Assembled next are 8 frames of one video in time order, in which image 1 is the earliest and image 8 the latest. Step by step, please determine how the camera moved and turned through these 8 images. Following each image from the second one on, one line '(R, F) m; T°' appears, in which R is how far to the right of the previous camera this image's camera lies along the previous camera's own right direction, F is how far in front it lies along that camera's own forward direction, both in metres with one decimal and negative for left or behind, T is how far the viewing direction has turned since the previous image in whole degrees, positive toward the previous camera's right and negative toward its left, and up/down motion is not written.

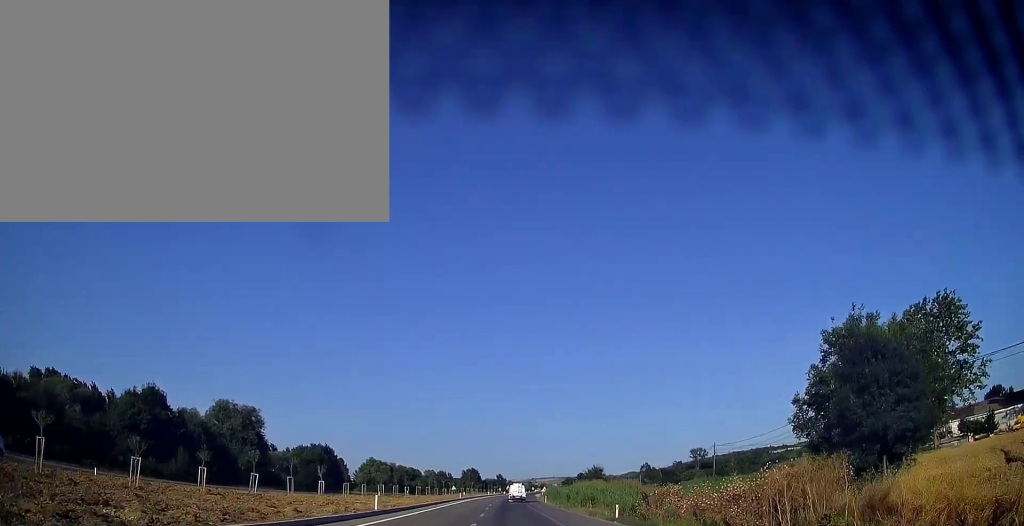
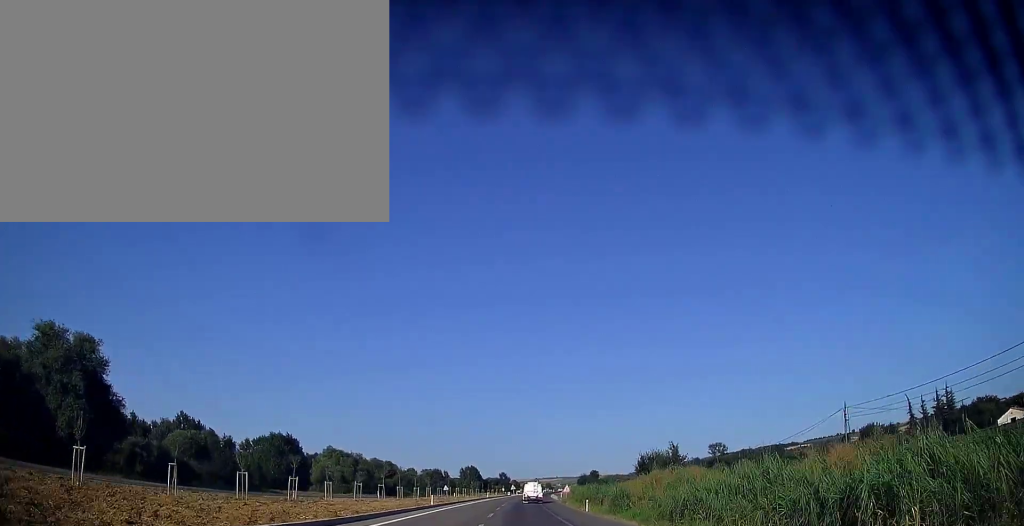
(0.0, +37.2) m; -1°
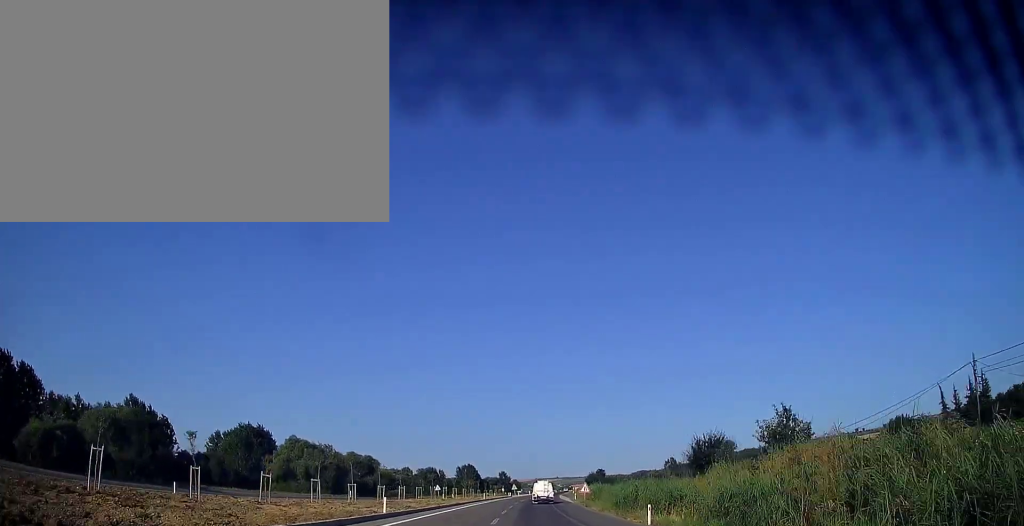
(-0.3, +18.6) m; 0°
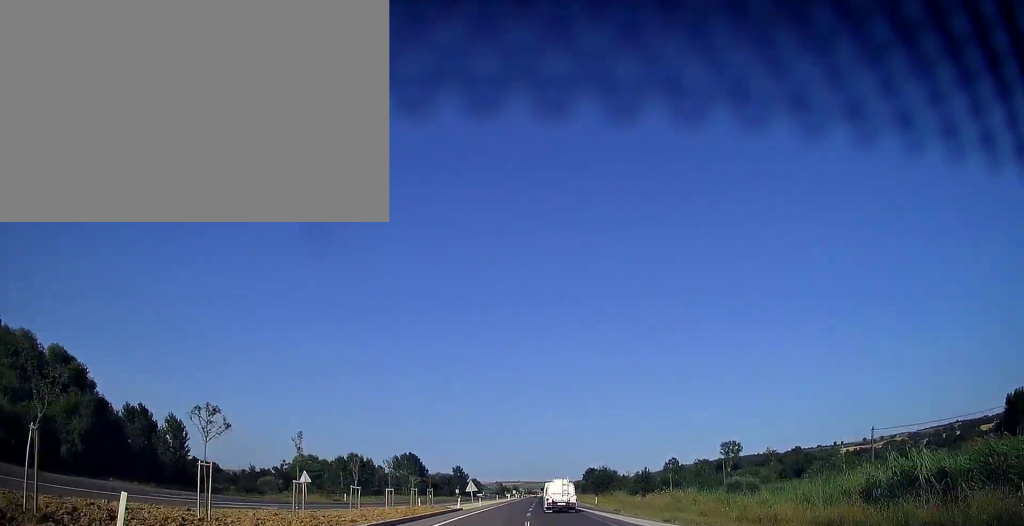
(+1.5, +72.5) m; +3°
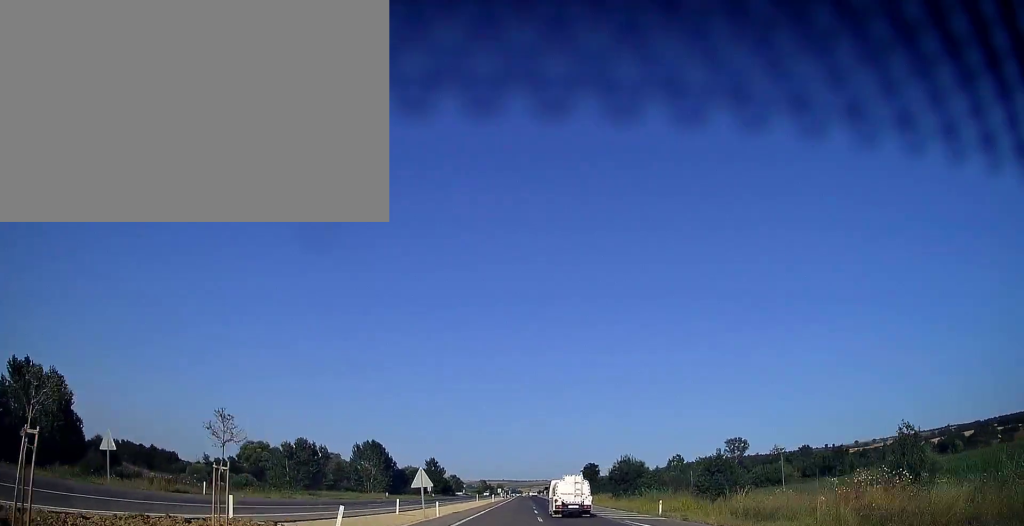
(+0.6, +30.3) m; +2°
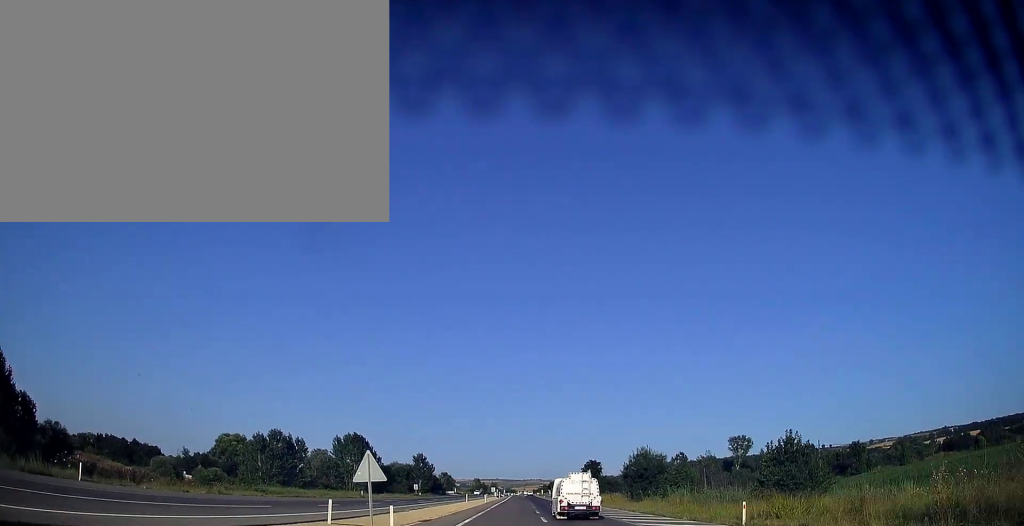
(+0.1, +13.7) m; 0°
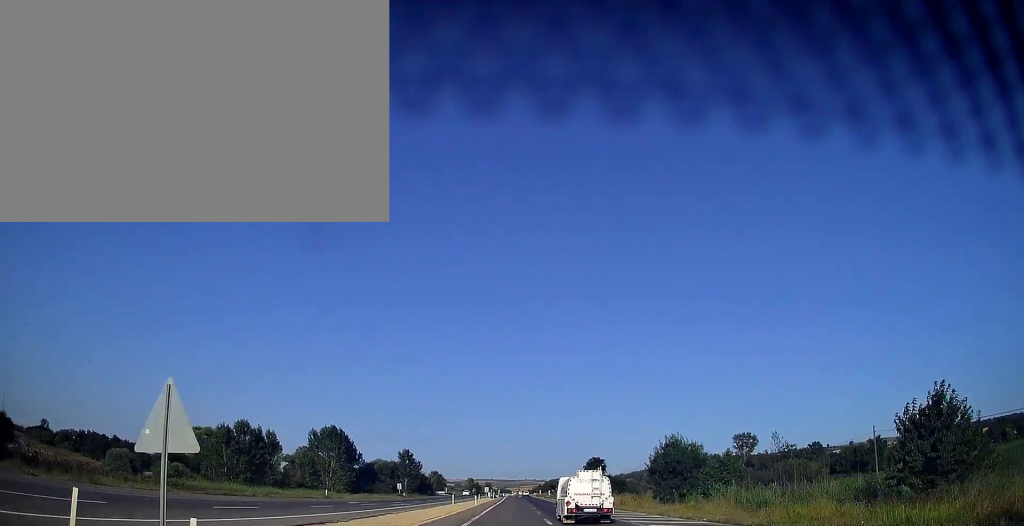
(0.0, +12.7) m; 0°
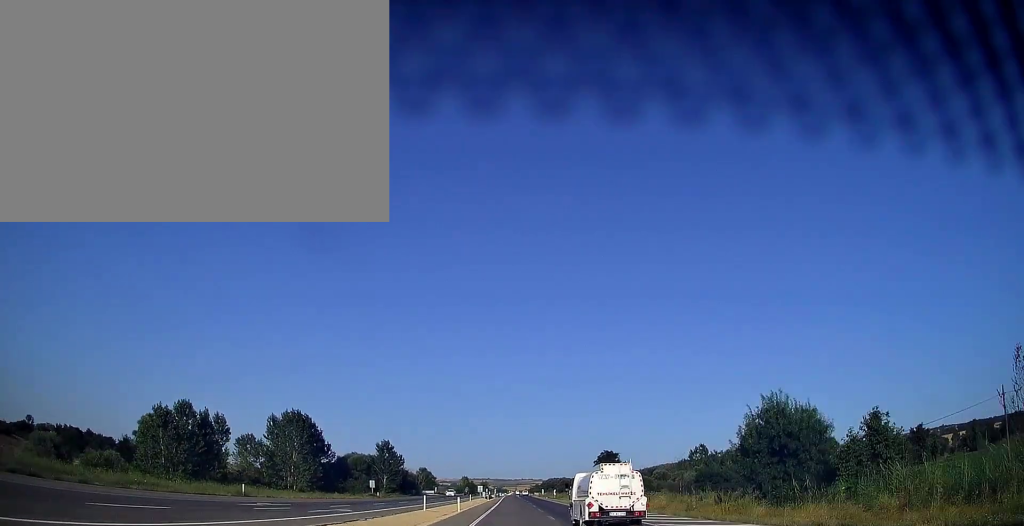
(+0.2, +20.6) m; +1°
